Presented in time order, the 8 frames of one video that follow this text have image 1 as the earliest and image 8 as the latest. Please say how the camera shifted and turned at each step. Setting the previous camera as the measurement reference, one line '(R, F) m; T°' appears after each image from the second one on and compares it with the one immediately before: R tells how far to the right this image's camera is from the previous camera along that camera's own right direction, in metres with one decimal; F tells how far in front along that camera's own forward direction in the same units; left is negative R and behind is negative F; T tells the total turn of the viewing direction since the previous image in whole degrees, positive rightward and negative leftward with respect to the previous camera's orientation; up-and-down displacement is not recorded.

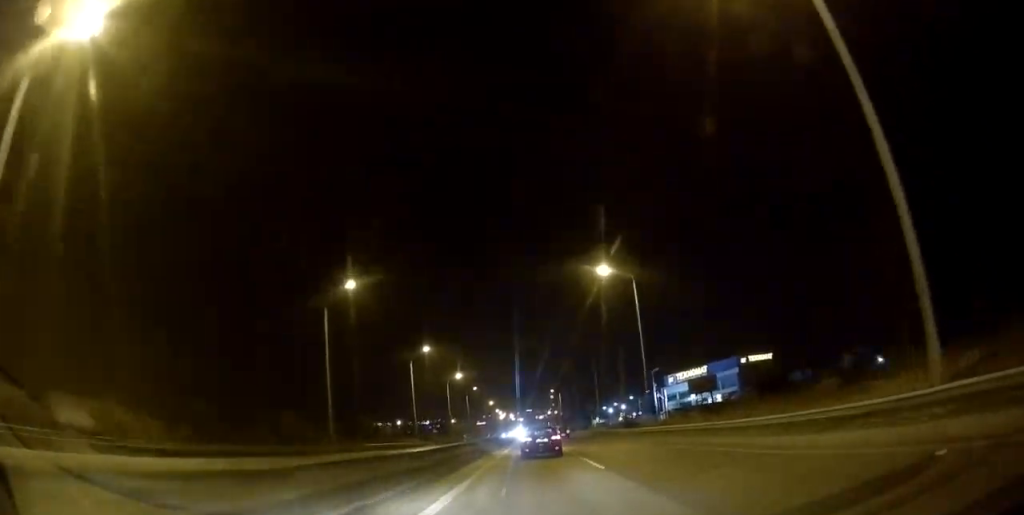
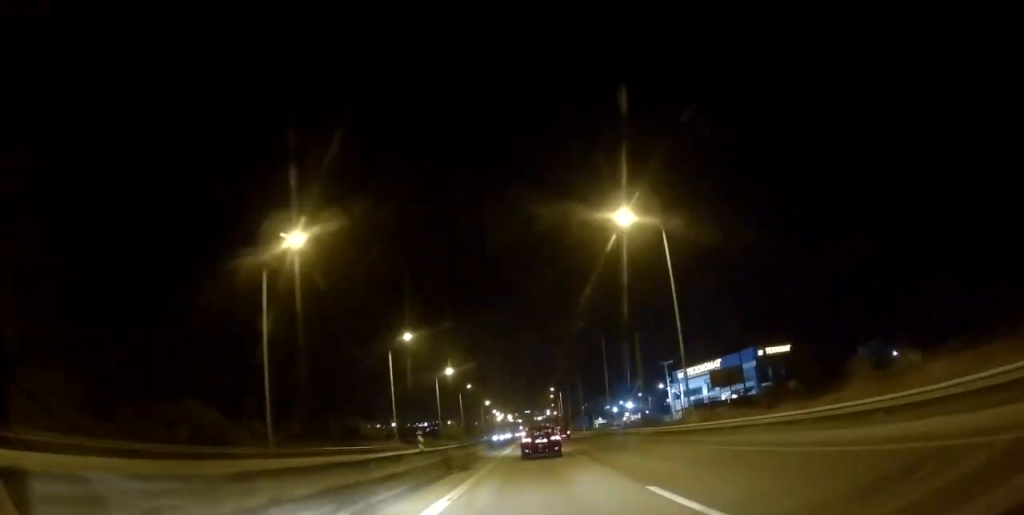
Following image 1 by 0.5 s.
(-0.2, +12.1) m; 0°
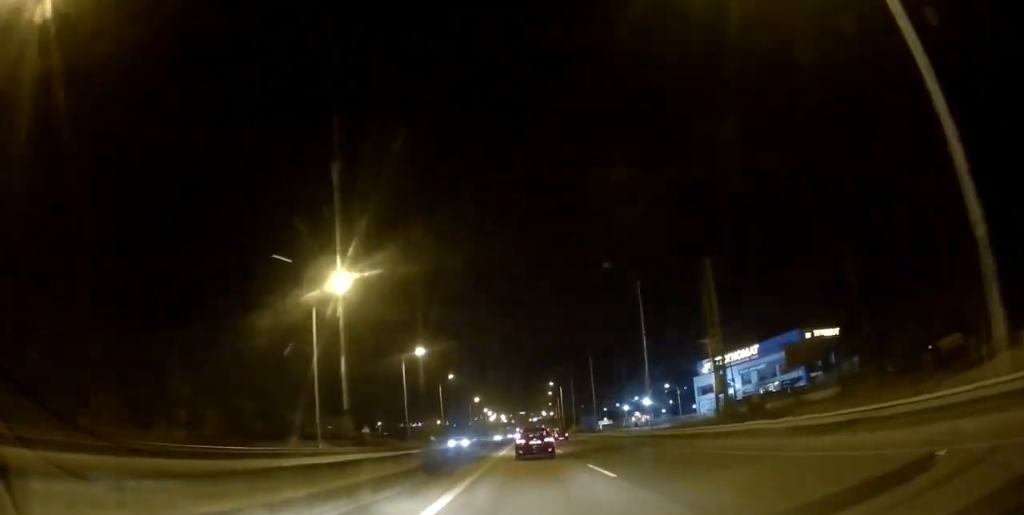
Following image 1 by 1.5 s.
(0.0, +25.9) m; +1°
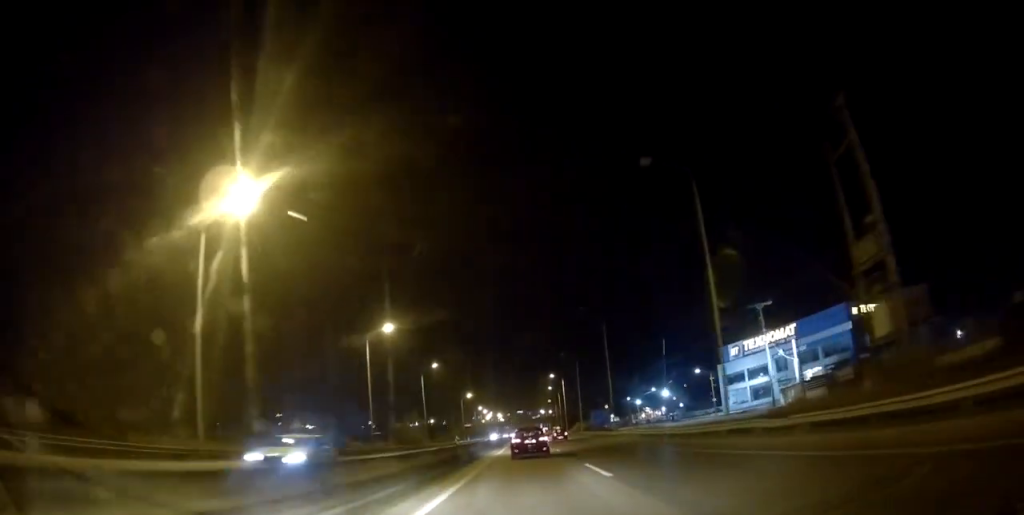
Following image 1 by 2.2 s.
(+0.2, +18.0) m; +1°
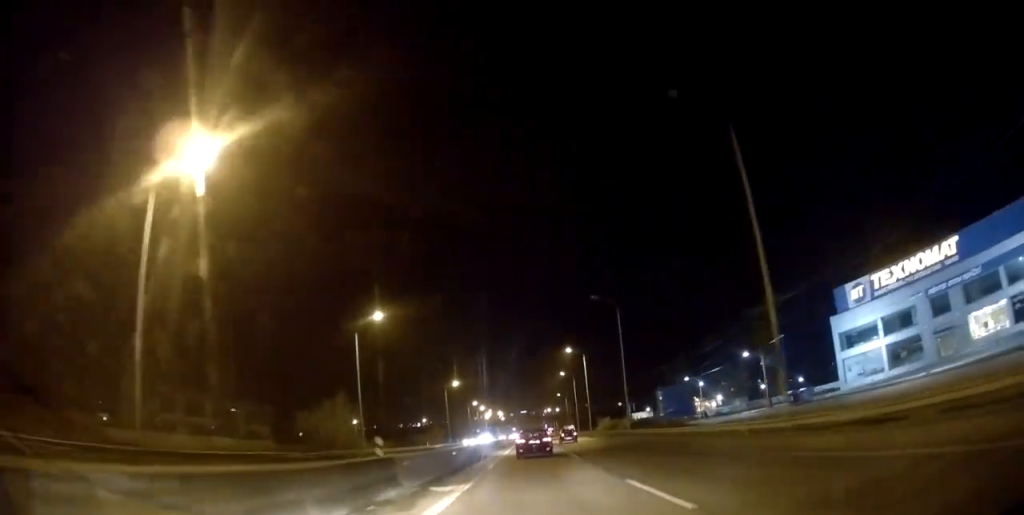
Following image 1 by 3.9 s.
(-0.1, +42.2) m; -1°
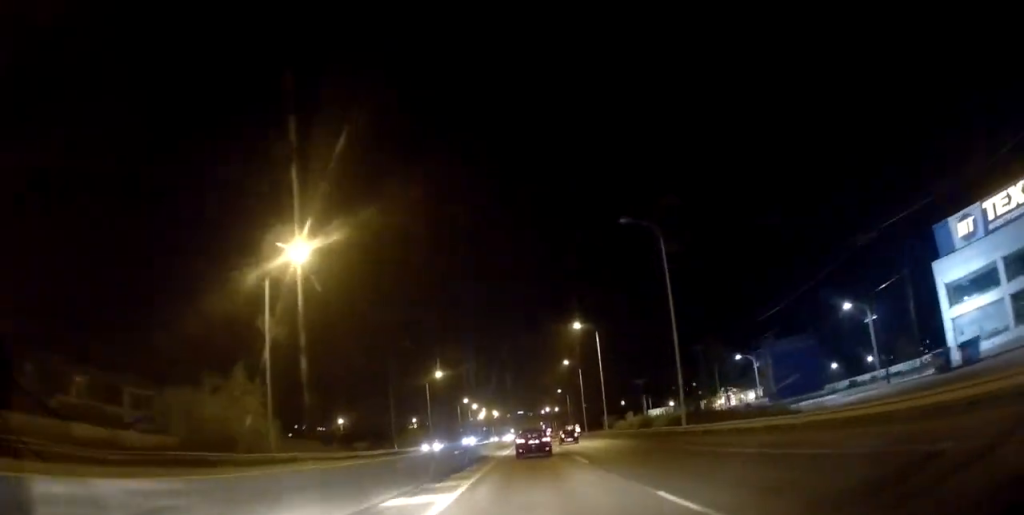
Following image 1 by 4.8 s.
(-0.2, +21.2) m; 0°
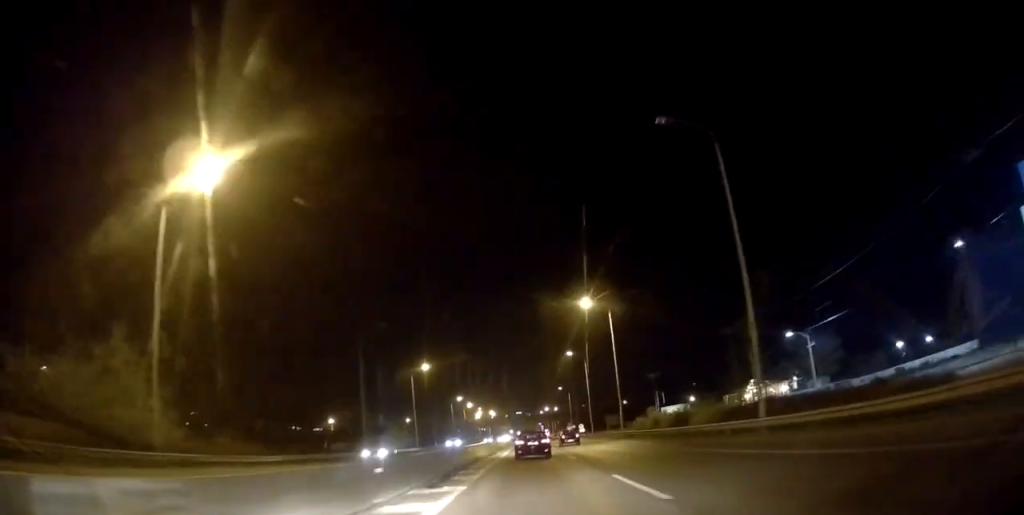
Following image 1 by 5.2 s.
(0.0, +12.9) m; 0°
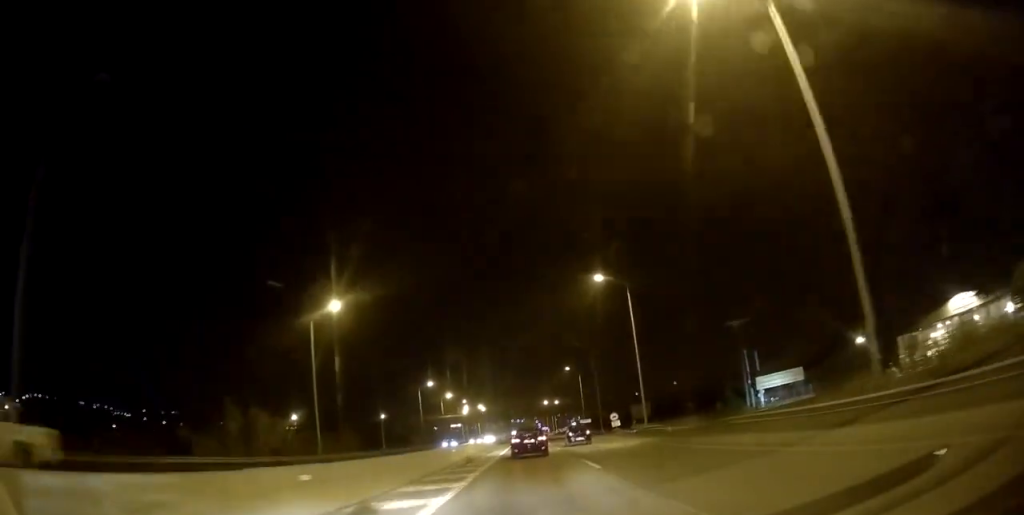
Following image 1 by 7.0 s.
(+0.2, +45.3) m; +1°
